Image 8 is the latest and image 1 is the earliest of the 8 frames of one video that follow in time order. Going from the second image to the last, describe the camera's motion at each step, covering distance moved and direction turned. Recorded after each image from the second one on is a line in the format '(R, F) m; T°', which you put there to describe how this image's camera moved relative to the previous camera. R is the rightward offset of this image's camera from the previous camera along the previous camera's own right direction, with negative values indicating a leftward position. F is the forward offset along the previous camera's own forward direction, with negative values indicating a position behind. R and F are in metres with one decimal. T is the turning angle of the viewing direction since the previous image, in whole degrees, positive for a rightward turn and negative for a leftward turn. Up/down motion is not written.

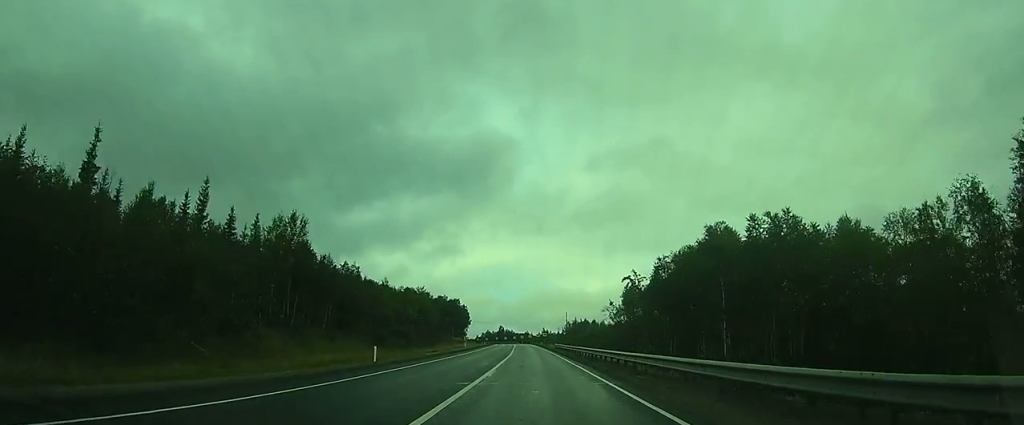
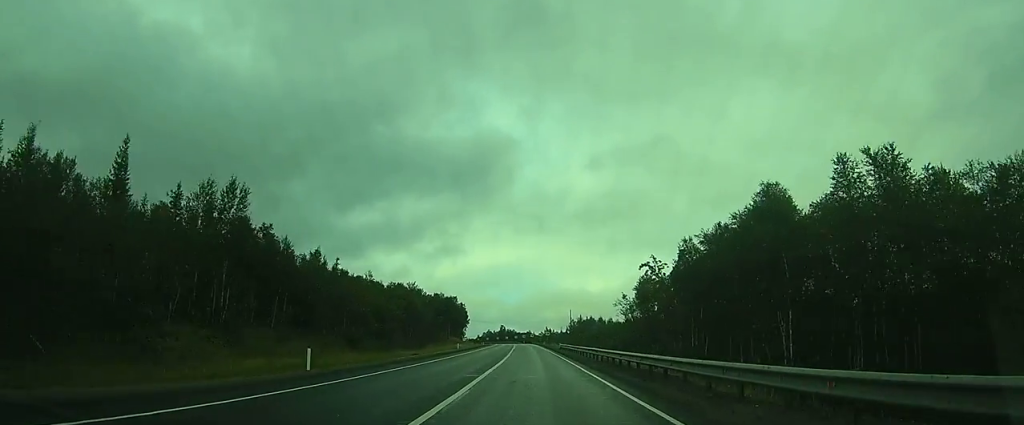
(0.0, +8.9) m; 0°
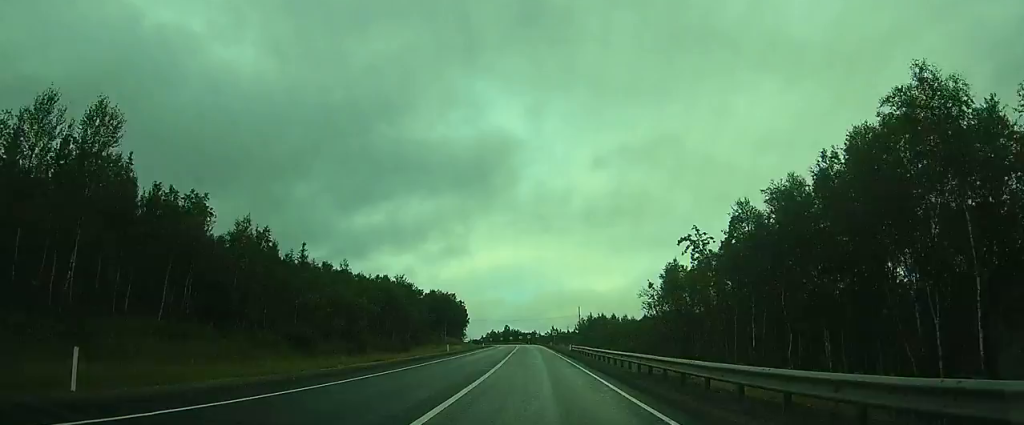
(0.0, +11.6) m; 0°
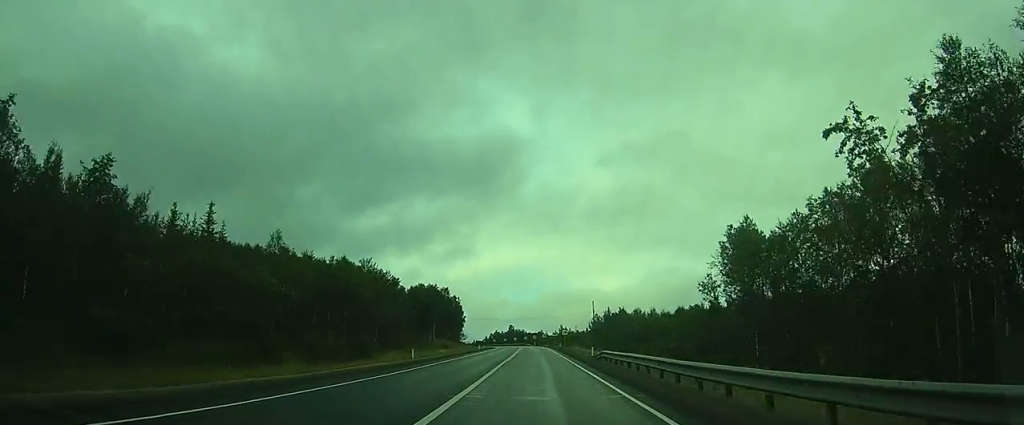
(0.0, +18.6) m; 0°
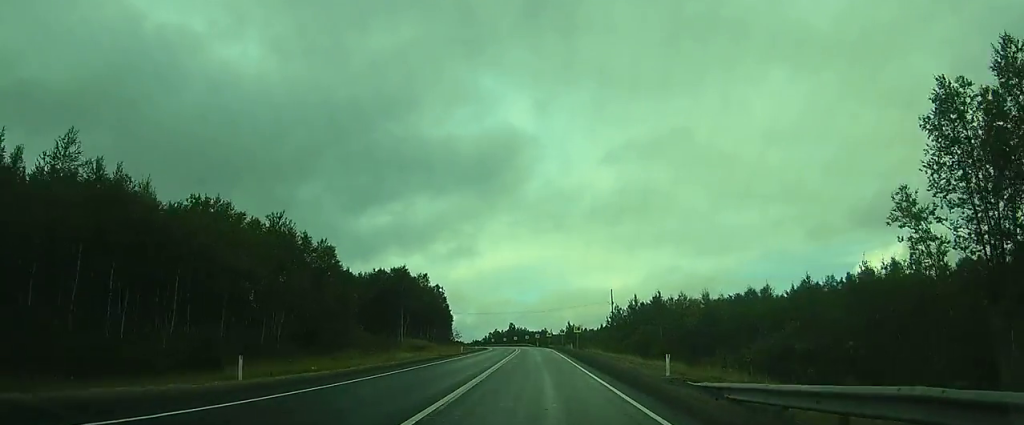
(-0.1, +23.6) m; 0°
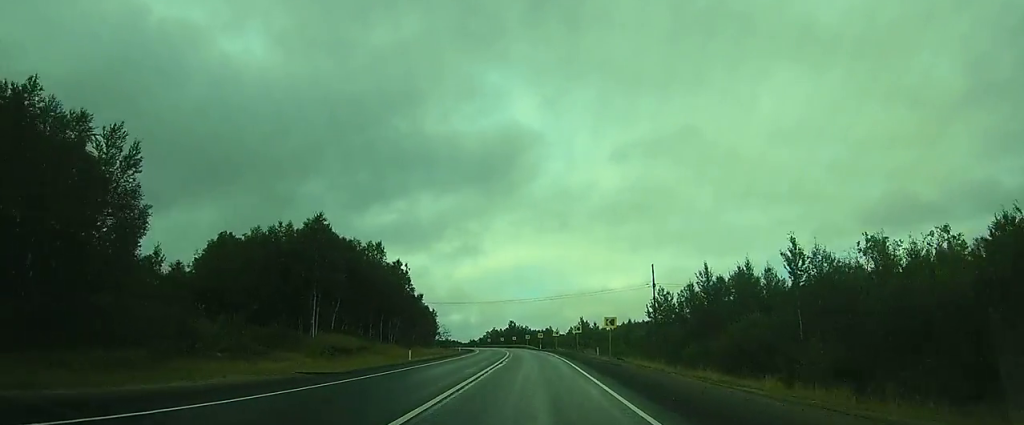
(-0.3, +28.6) m; -2°
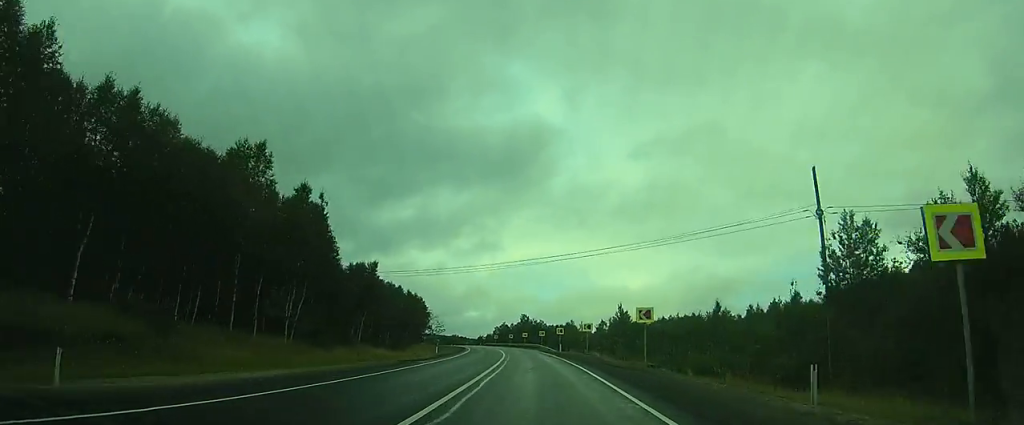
(-0.9, +31.5) m; -5°
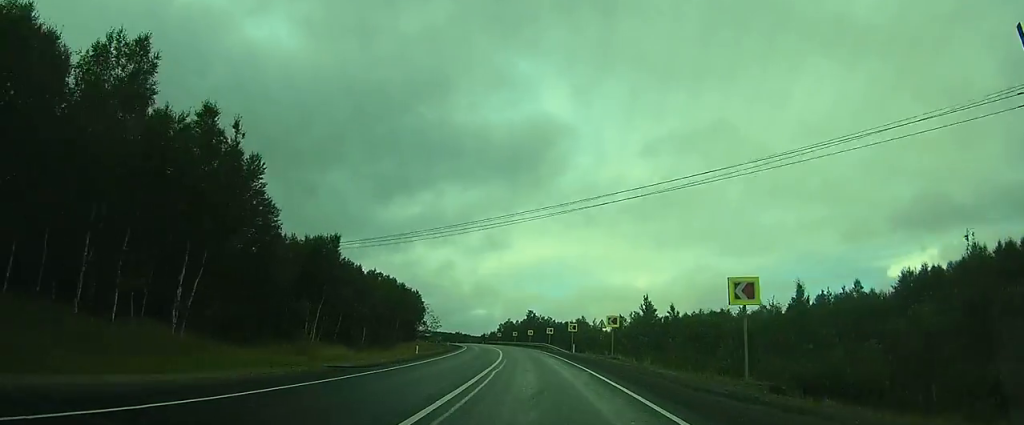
(-0.6, +12.7) m; -2°
